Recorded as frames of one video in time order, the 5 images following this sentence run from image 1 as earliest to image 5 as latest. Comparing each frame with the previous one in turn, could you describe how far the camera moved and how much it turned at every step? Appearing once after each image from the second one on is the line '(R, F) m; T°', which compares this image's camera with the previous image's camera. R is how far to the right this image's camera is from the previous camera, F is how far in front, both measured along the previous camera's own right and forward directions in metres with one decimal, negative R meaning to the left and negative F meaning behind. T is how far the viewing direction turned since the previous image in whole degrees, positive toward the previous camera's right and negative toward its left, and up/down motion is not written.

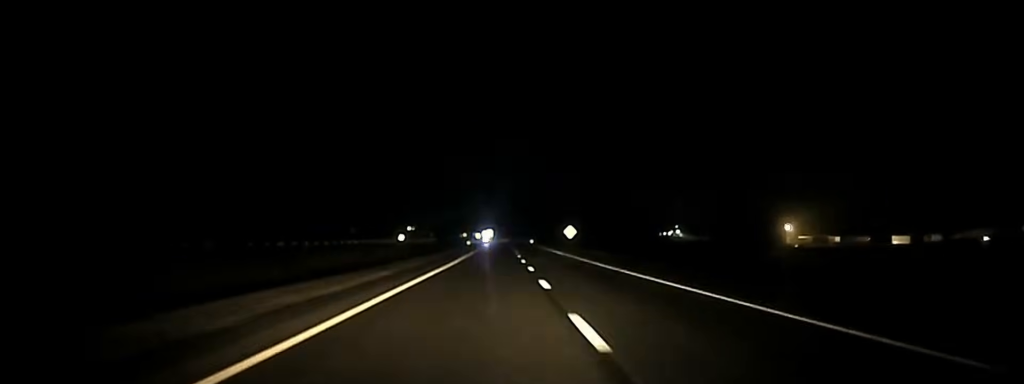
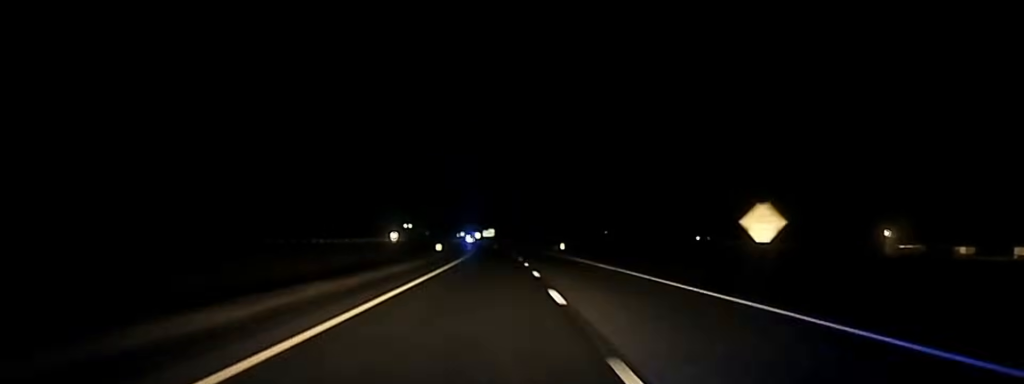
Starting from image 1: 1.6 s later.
(-0.3, +102.0) m; -1°
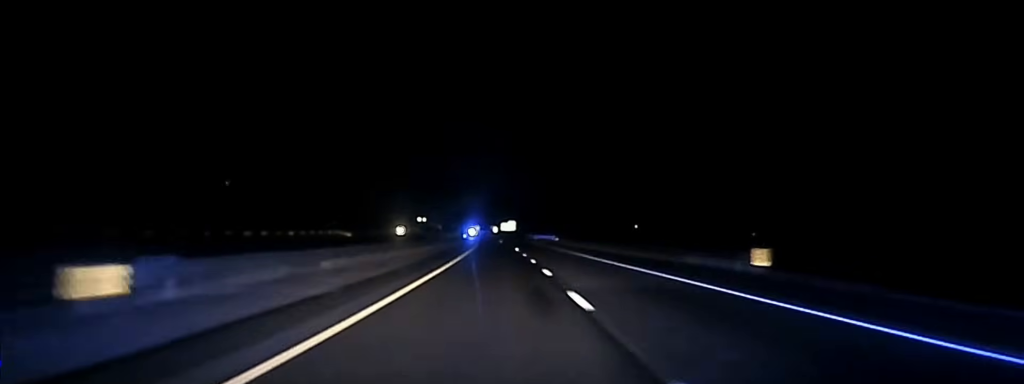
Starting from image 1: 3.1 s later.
(-1.2, +88.5) m; -2°
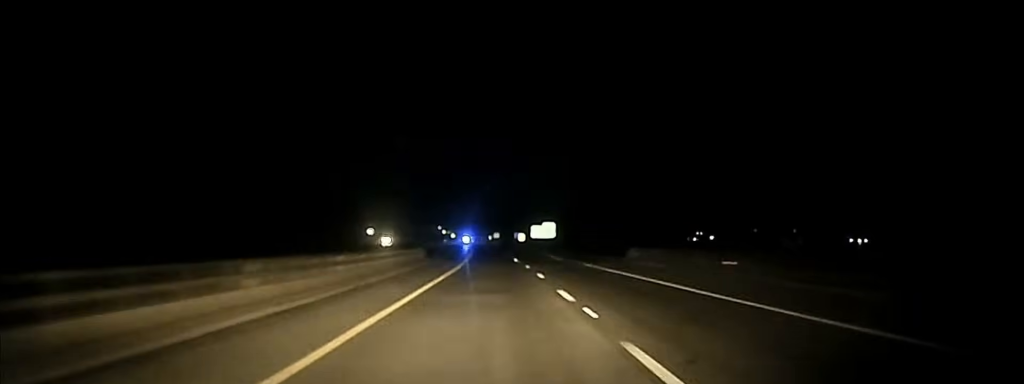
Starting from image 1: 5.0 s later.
(-1.7, +123.7) m; -2°
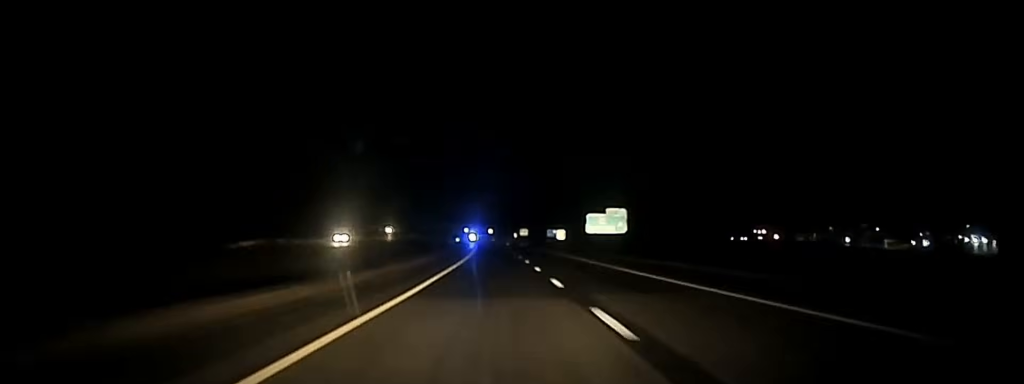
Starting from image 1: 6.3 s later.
(-1.3, +80.0) m; -1°
